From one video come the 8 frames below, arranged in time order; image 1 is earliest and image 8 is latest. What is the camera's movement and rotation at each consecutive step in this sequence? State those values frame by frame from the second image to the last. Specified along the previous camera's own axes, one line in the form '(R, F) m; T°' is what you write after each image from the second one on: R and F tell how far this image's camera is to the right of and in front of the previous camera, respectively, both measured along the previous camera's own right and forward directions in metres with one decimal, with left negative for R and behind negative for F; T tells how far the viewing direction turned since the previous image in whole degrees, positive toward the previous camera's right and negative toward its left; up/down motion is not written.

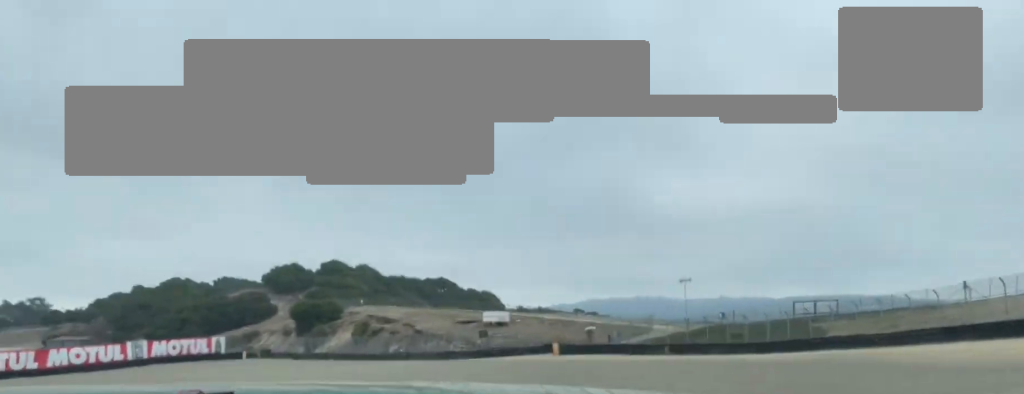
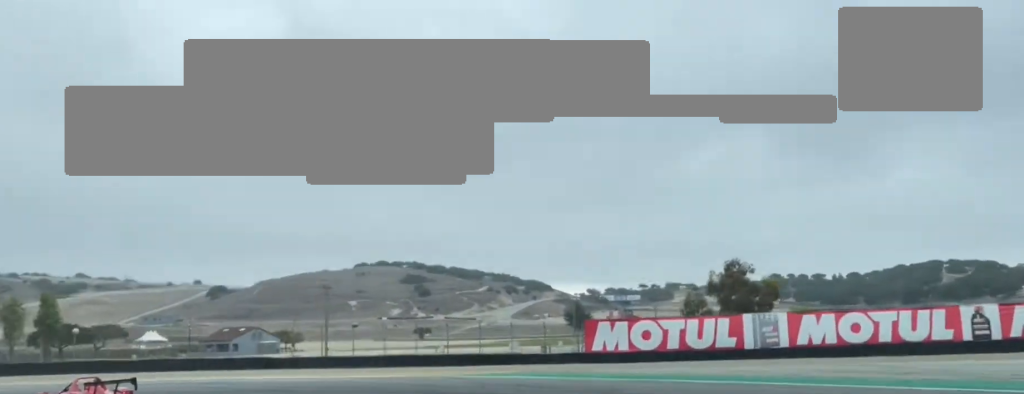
(-22.5, +38.1) m; -66°
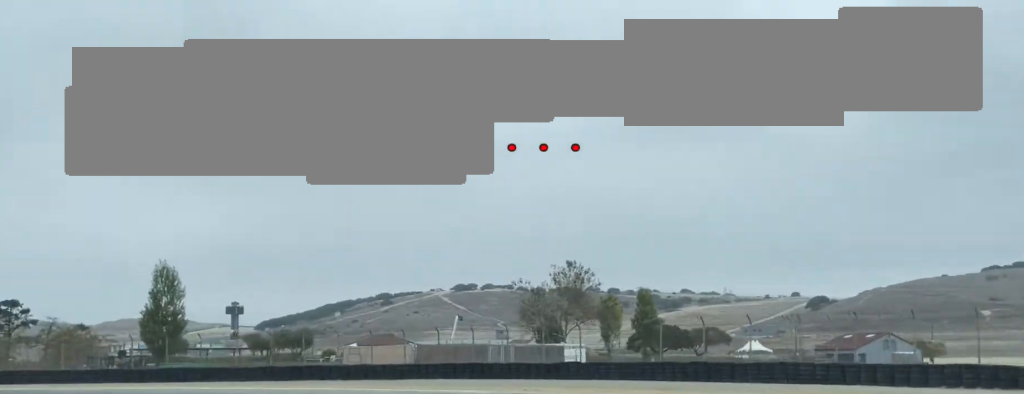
(-10.1, +26.2) m; -40°
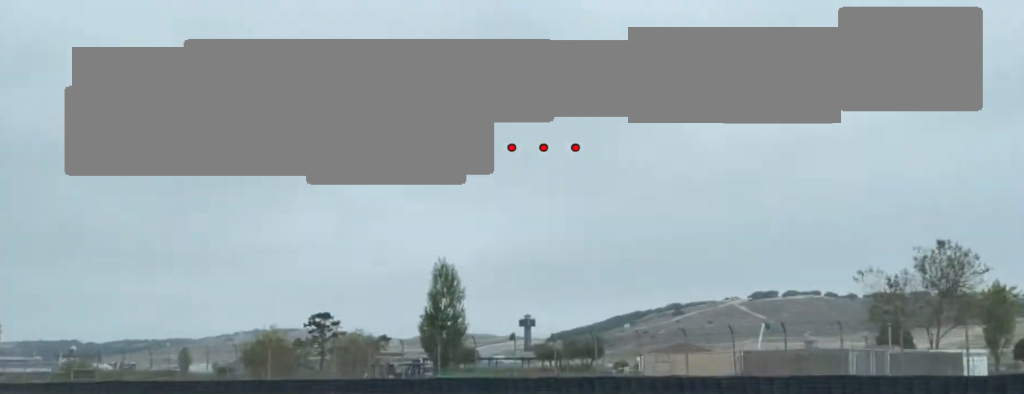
(-2.0, +12.8) m; -18°
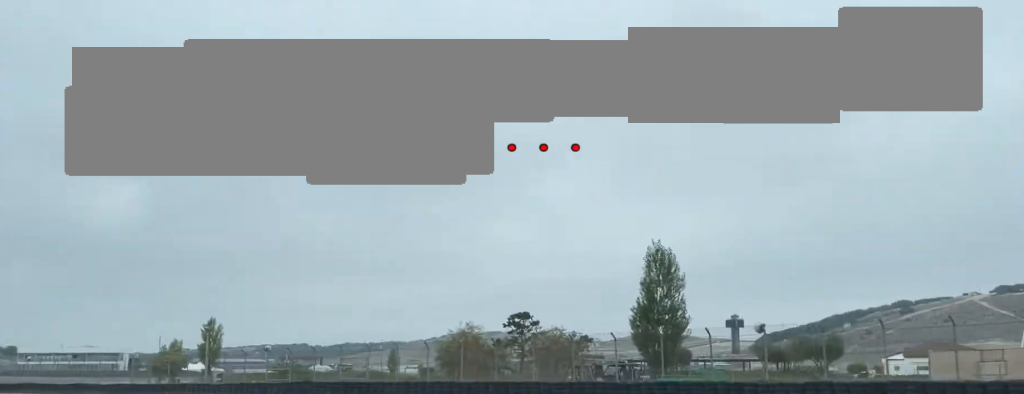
(-0.6, +9.0) m; -13°
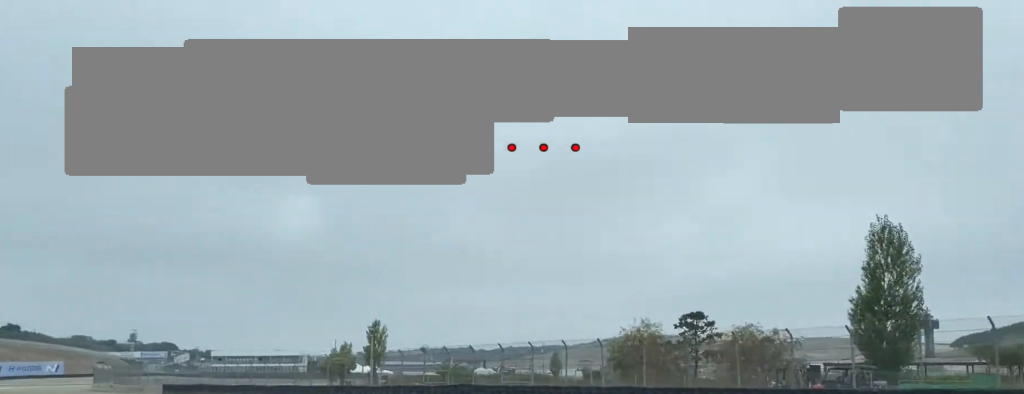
(-0.9, +7.1) m; -9°
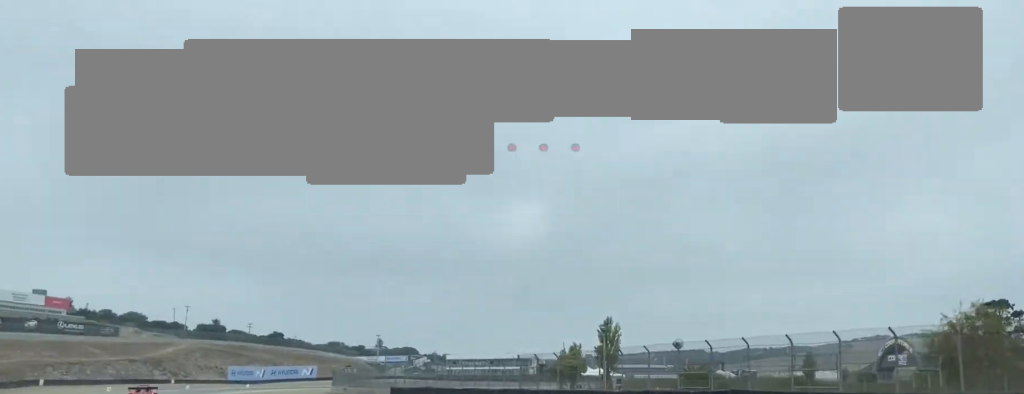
(-1.3, +10.0) m; -11°
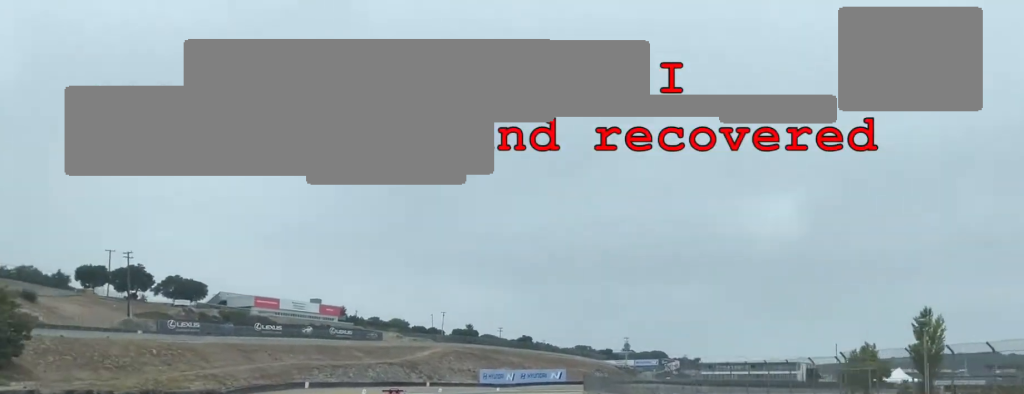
(-1.4, +12.9) m; -7°
